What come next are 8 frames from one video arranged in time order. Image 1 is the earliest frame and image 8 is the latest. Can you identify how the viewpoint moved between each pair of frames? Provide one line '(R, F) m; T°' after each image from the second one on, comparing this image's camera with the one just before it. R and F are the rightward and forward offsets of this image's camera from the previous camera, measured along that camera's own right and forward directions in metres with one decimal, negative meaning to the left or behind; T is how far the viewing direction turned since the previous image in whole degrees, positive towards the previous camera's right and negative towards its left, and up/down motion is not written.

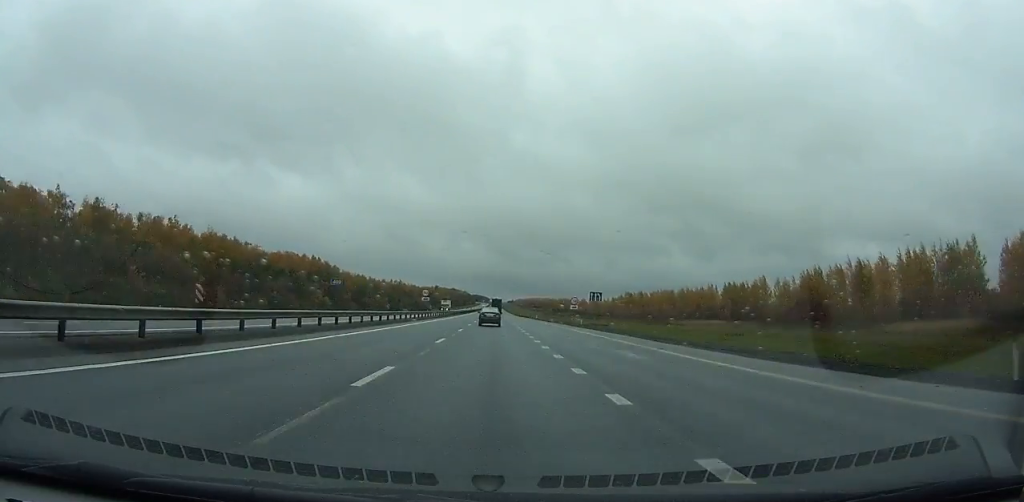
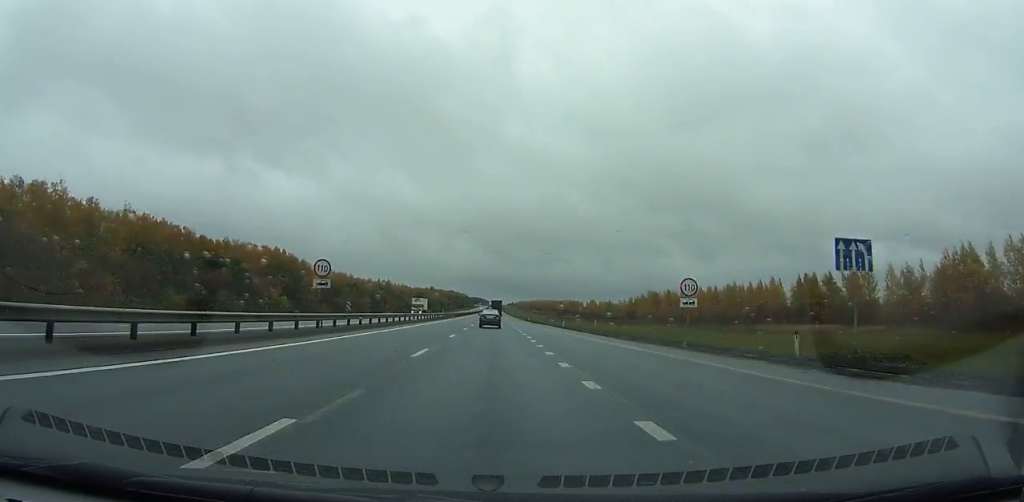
(-0.1, +43.3) m; 0°
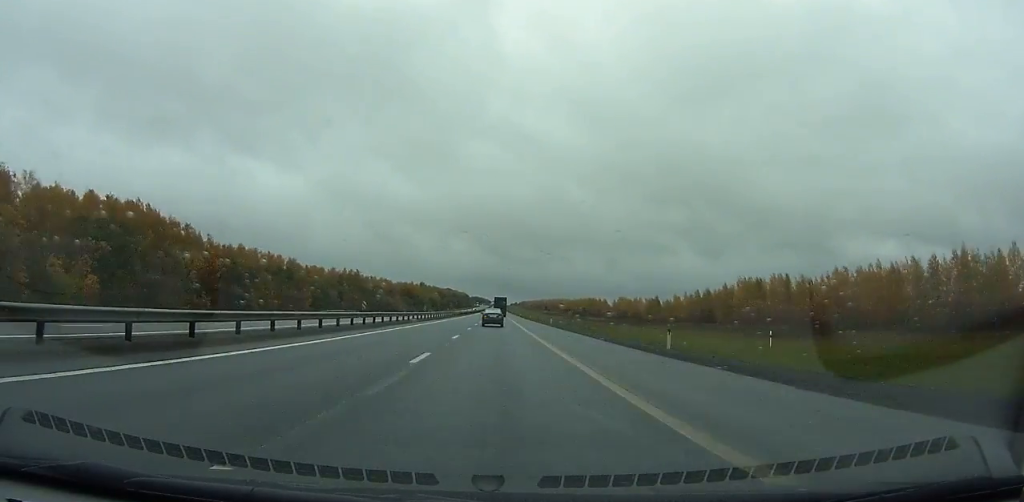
(0.0, +87.5) m; 0°
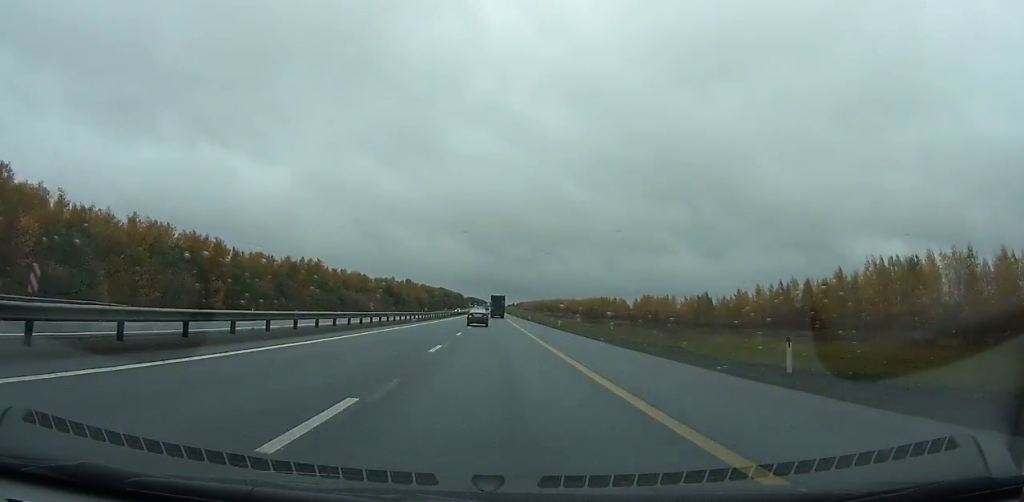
(0.0, +57.0) m; 0°
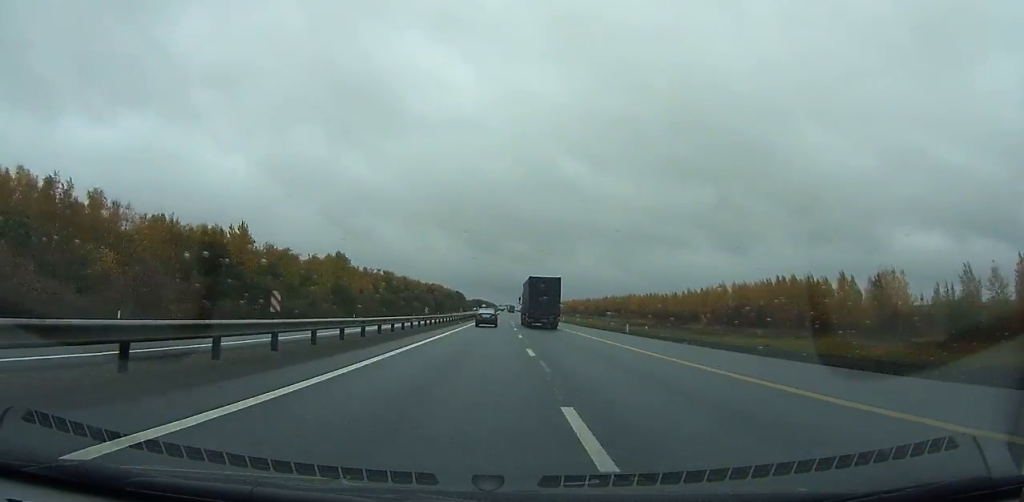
(-1.5, +202.9) m; -1°
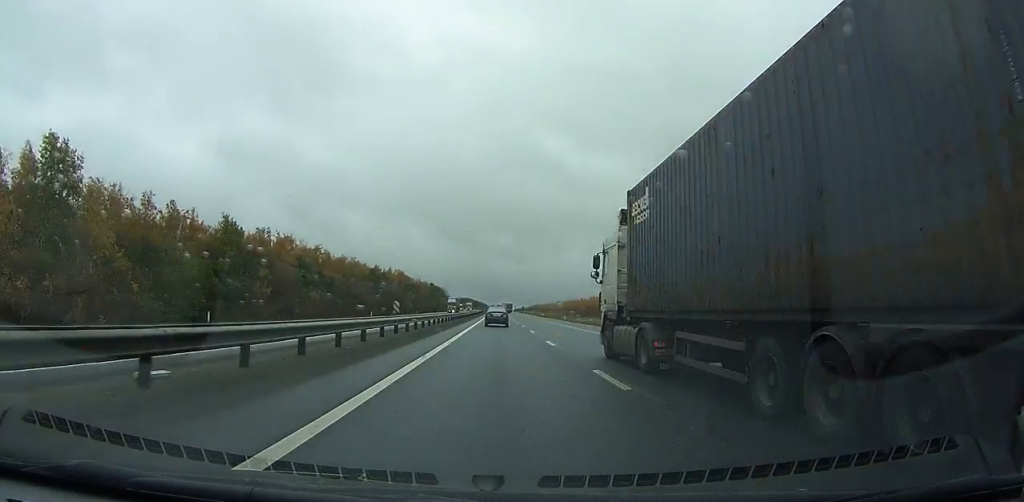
(+0.4, +135.3) m; +1°
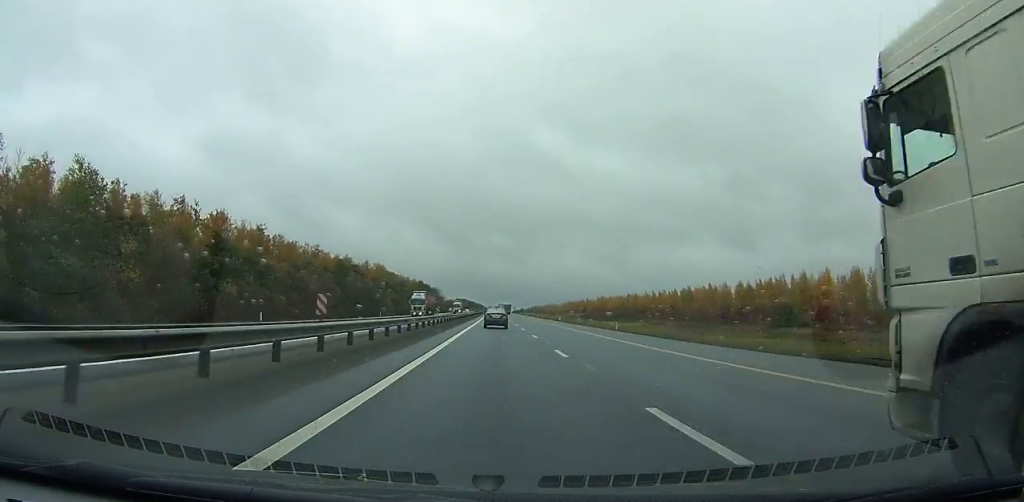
(0.0, +40.9) m; 0°
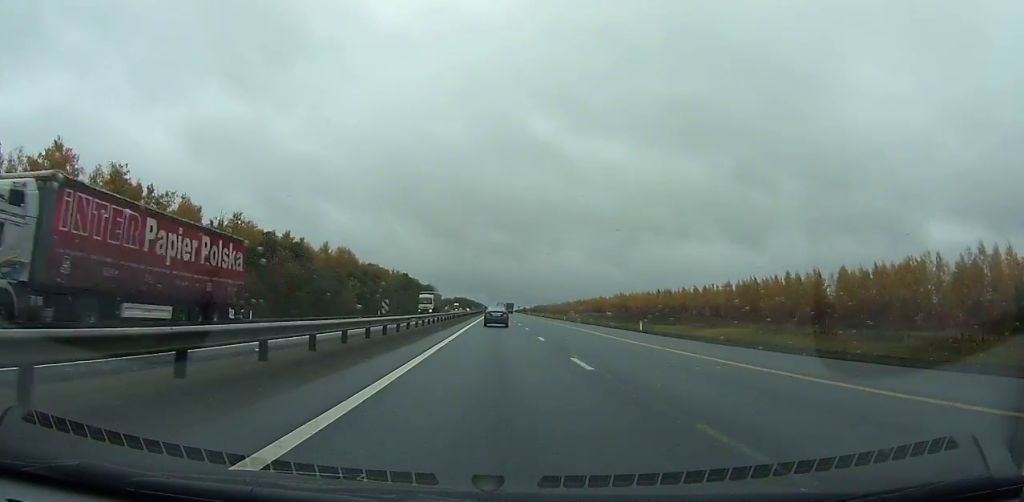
(+0.1, +50.8) m; 0°
